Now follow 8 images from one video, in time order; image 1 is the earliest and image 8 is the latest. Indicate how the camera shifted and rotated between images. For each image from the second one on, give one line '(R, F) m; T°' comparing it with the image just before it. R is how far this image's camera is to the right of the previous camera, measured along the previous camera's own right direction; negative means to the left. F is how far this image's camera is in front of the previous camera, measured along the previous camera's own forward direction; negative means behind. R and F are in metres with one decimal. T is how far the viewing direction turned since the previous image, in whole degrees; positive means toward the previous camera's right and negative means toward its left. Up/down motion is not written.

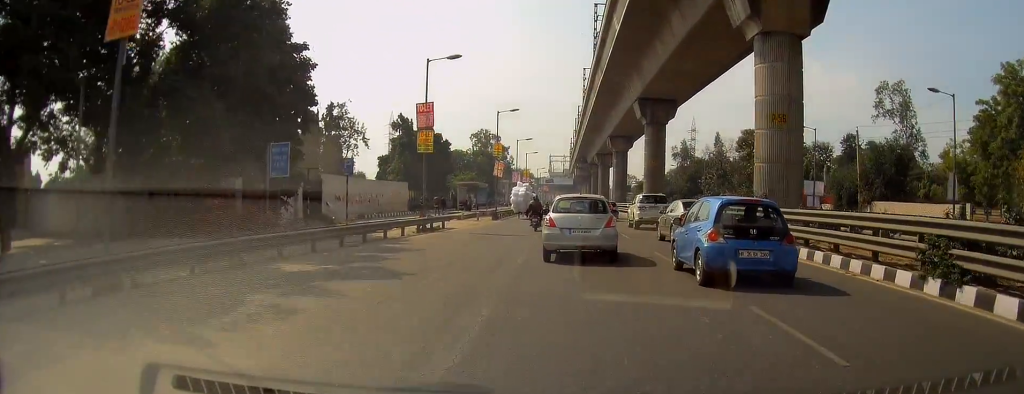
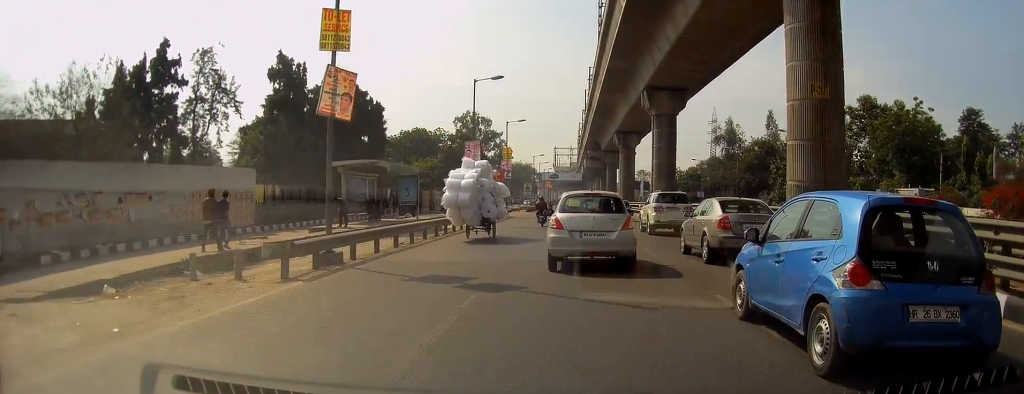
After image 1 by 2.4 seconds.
(+0.3, +35.1) m; +1°
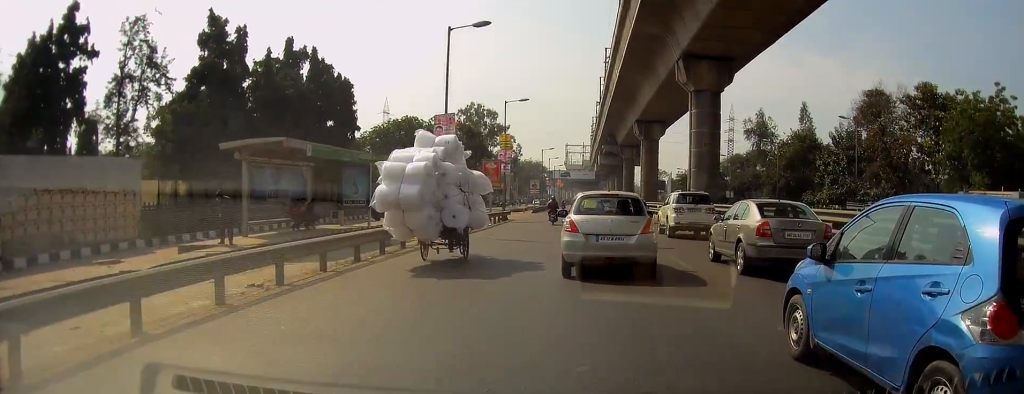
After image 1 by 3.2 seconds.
(-0.1, +11.1) m; -1°
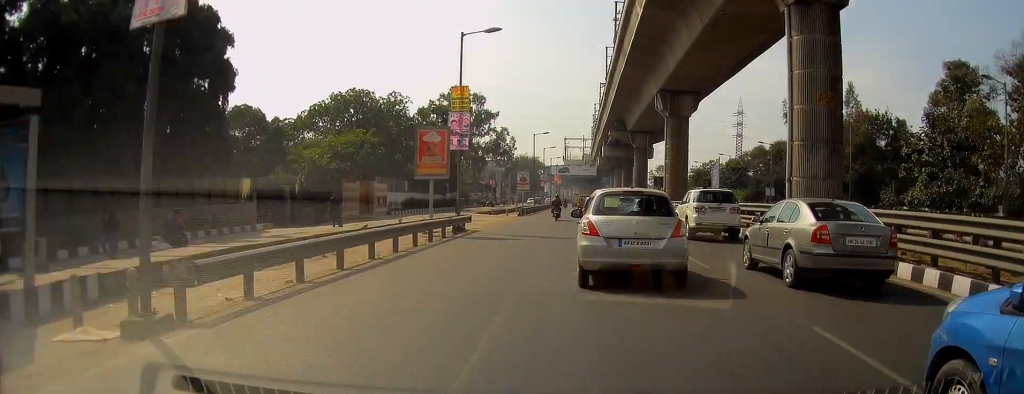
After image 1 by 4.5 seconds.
(-0.3, +18.2) m; -1°
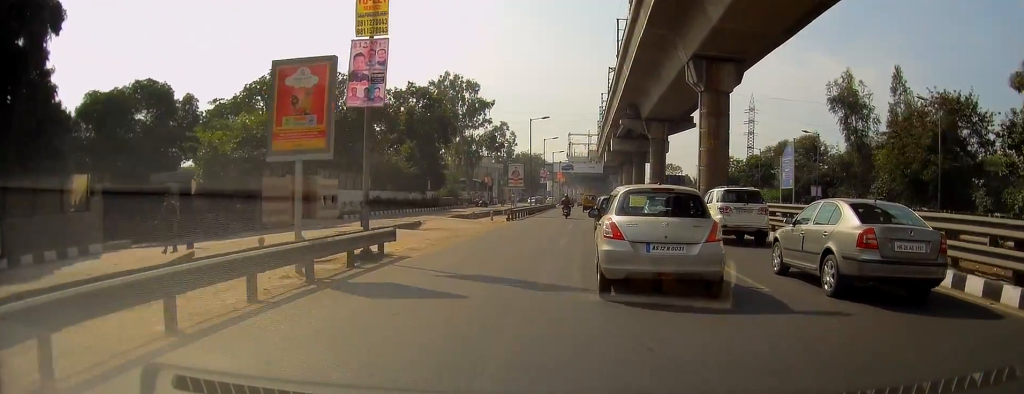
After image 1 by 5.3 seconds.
(+0.1, +12.5) m; +1°
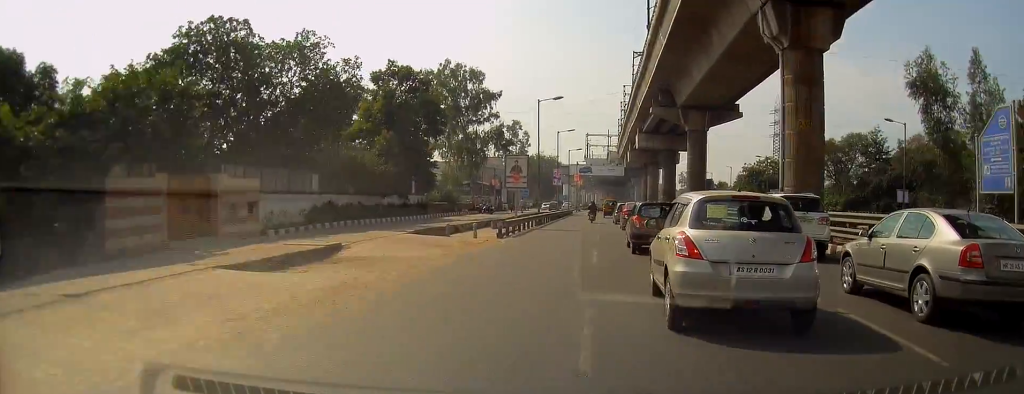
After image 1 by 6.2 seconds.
(+0.1, +13.1) m; 0°
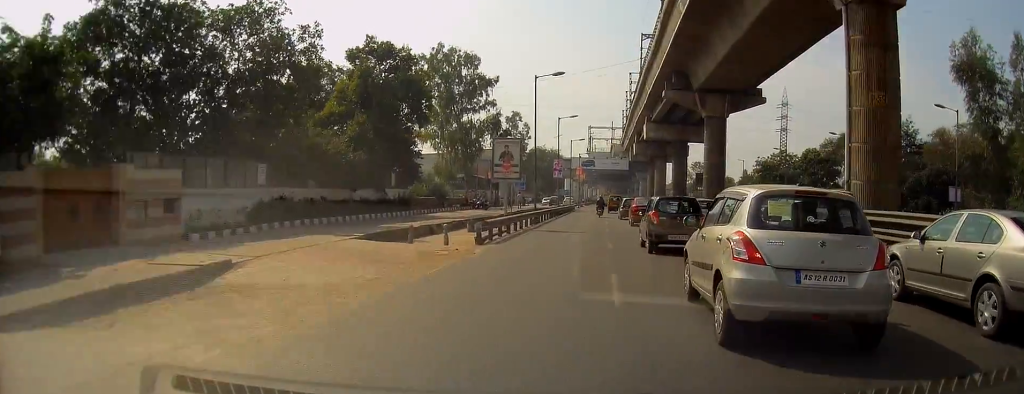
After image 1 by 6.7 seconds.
(0.0, +6.4) m; 0°
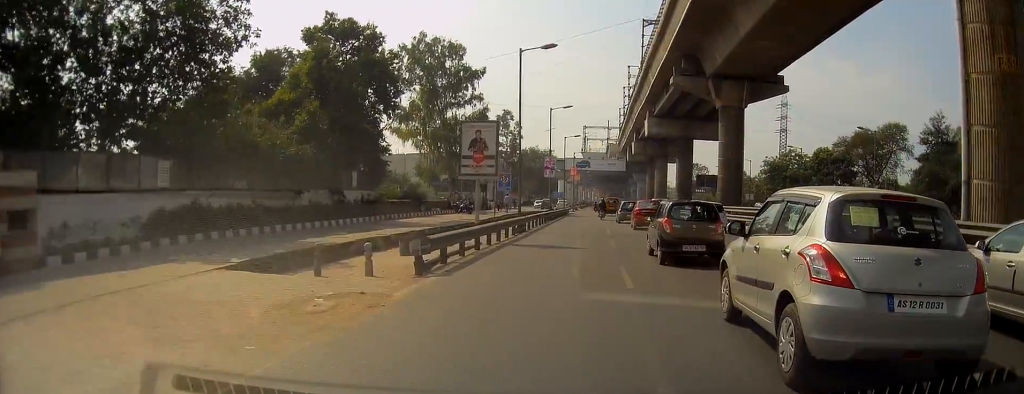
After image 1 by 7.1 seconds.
(0.0, +6.8) m; 0°
